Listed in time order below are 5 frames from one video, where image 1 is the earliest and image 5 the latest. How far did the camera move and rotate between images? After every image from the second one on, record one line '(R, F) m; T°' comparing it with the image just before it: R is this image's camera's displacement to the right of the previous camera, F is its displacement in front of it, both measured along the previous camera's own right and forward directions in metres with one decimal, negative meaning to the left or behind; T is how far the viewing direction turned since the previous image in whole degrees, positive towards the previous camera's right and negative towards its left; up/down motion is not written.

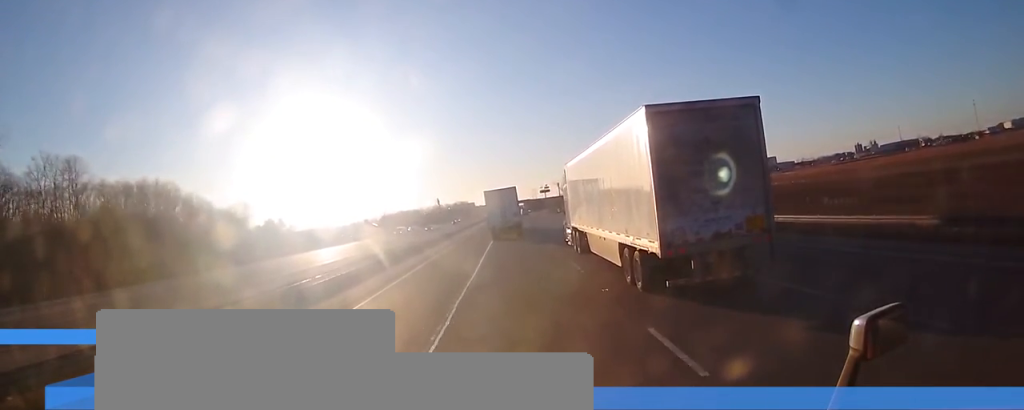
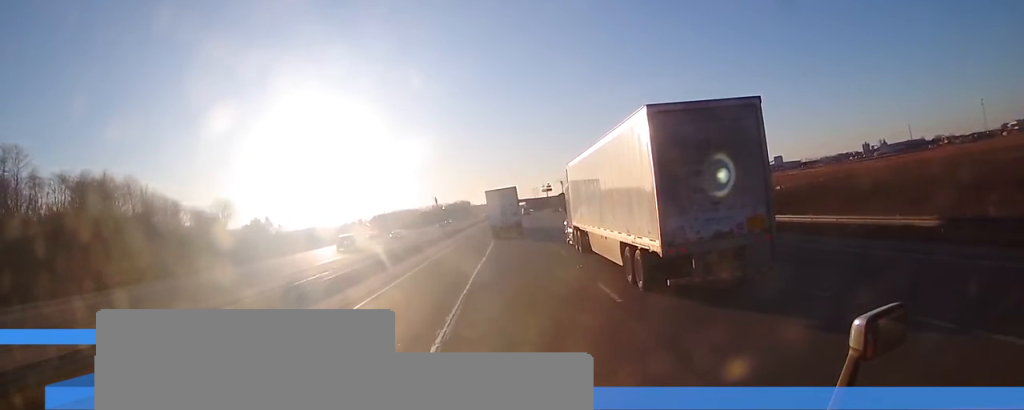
(+0.1, +18.8) m; 0°
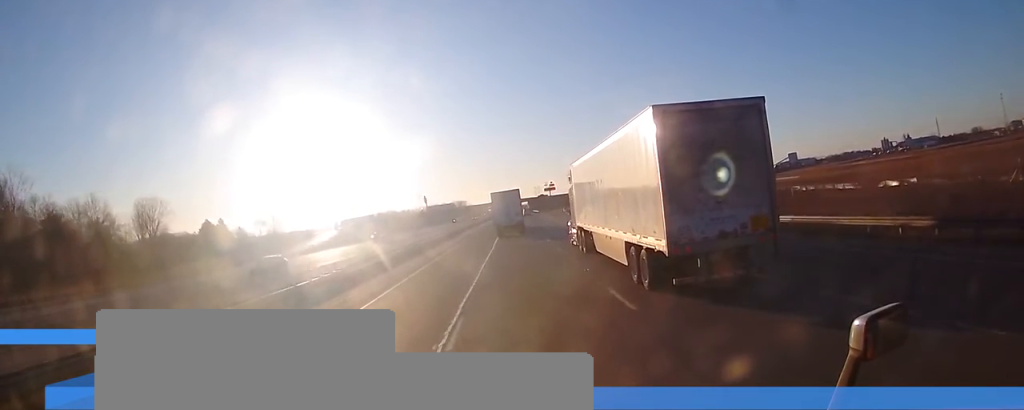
(+0.3, +49.0) m; 0°
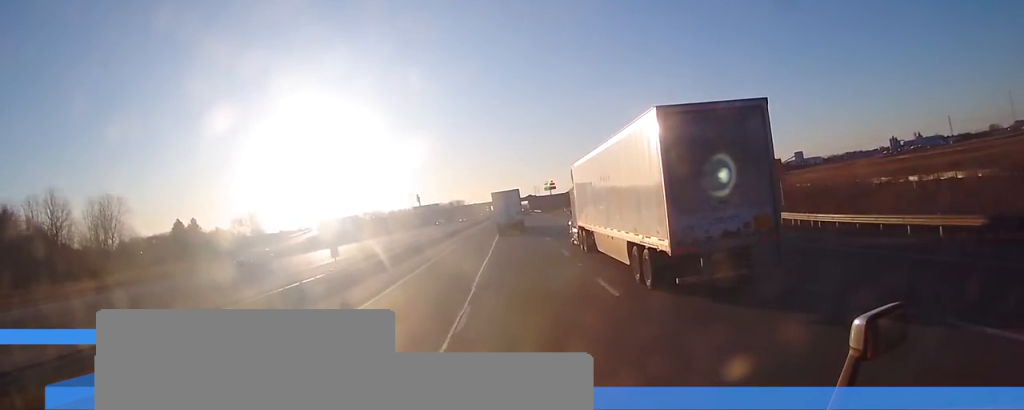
(0.0, +21.7) m; 0°
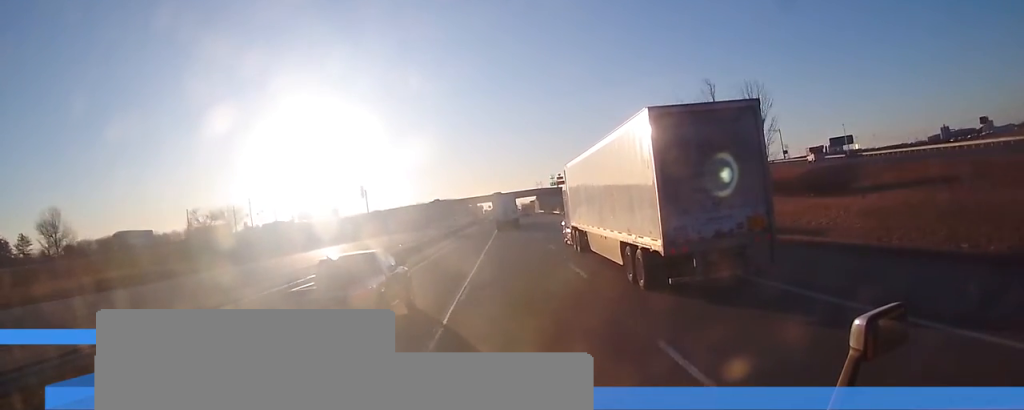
(-0.6, +116.3) m; +1°
